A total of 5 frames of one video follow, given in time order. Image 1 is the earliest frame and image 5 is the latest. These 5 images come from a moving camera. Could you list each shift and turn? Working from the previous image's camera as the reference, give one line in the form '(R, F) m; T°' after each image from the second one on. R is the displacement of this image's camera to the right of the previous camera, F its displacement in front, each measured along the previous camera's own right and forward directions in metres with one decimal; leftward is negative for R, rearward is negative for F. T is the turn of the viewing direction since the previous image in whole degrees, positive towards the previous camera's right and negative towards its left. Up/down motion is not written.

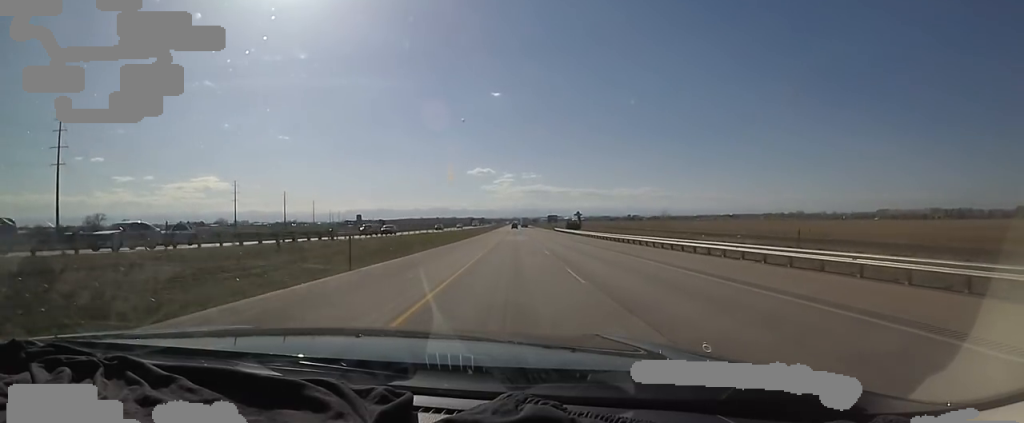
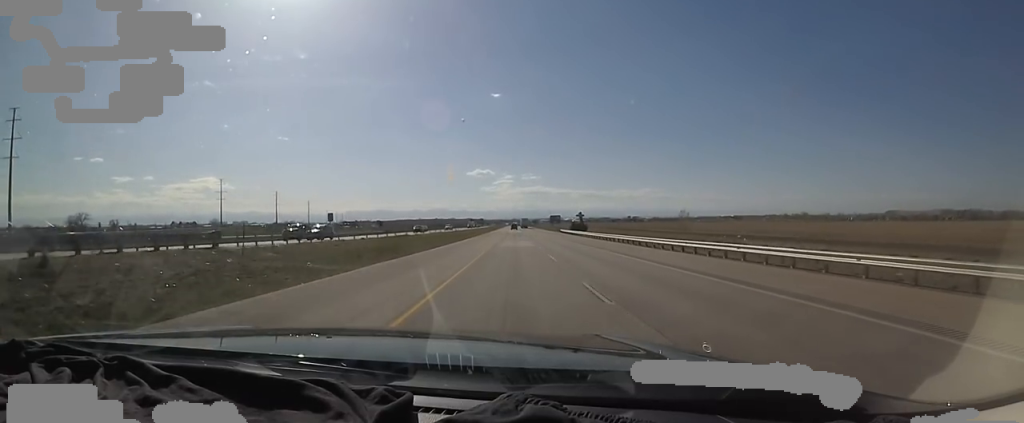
(+0.4, +15.0) m; +1°
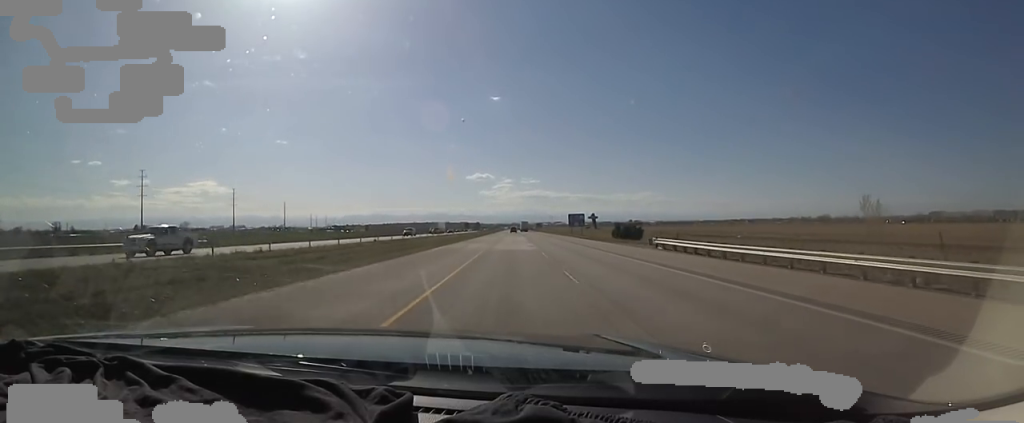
(+1.3, +69.4) m; 0°
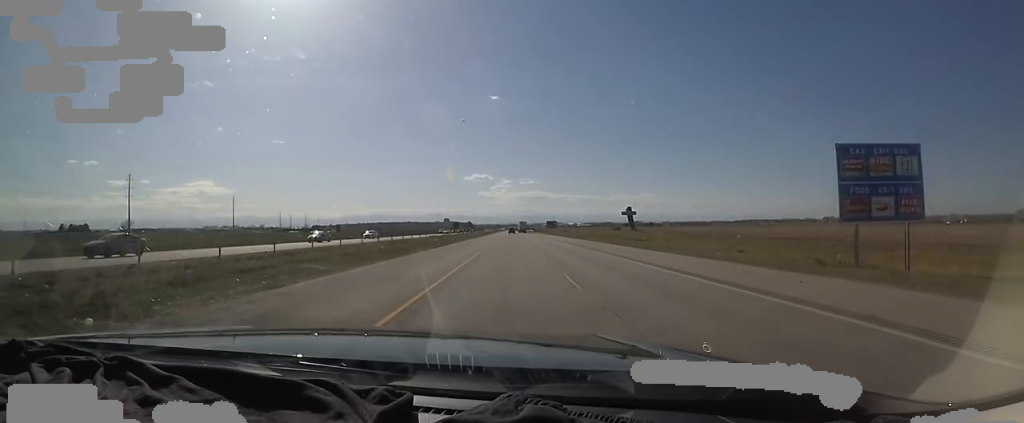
(-0.7, +110.3) m; +1°
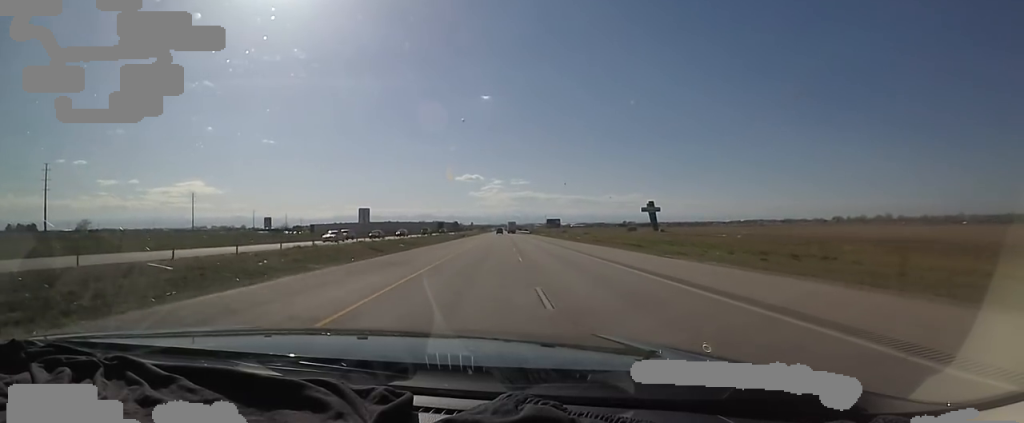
(+0.5, +52.0) m; +1°
